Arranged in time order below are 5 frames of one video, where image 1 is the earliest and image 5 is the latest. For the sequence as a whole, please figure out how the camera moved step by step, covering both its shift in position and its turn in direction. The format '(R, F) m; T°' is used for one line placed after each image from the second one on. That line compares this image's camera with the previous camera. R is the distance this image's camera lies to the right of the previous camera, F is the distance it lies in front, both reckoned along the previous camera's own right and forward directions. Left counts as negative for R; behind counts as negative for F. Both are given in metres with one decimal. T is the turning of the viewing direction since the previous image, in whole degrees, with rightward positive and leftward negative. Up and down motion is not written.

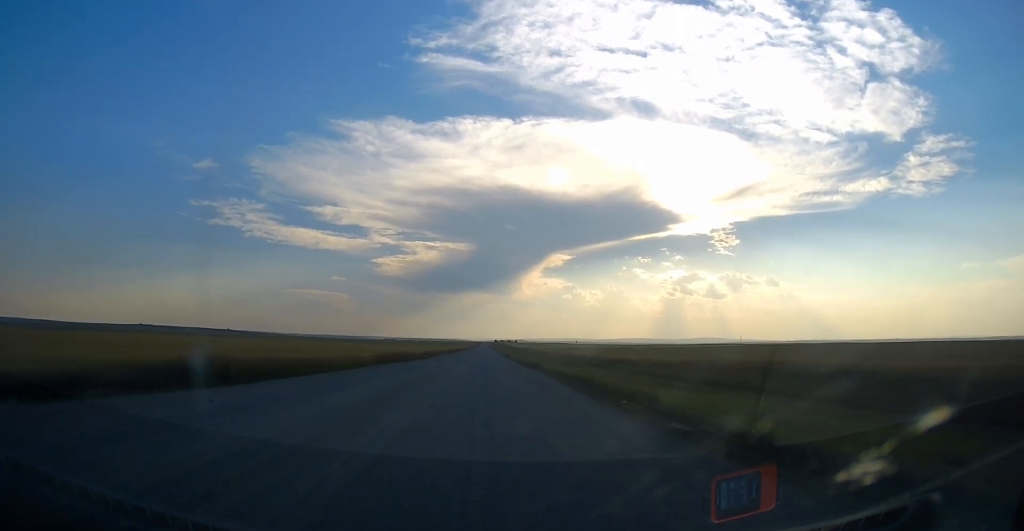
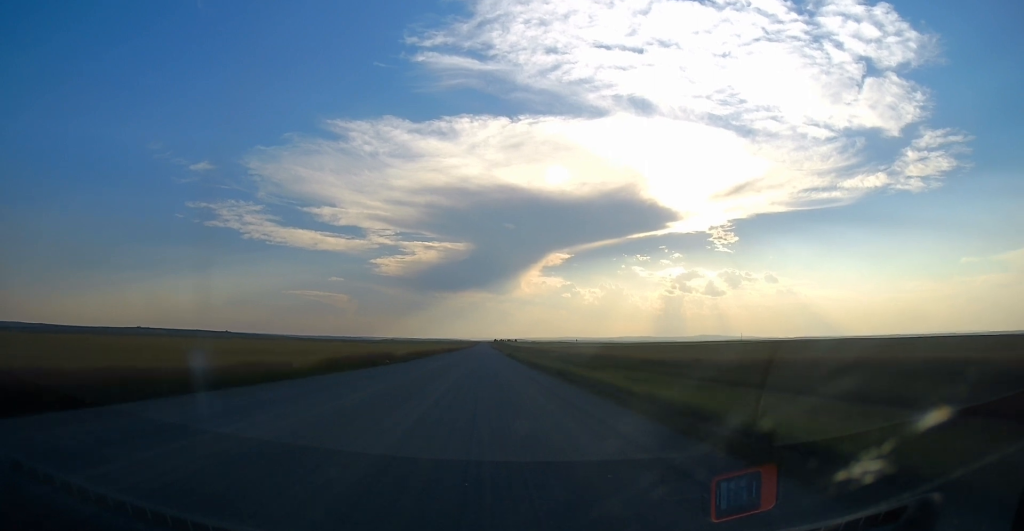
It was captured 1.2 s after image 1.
(0.0, +18.6) m; 0°
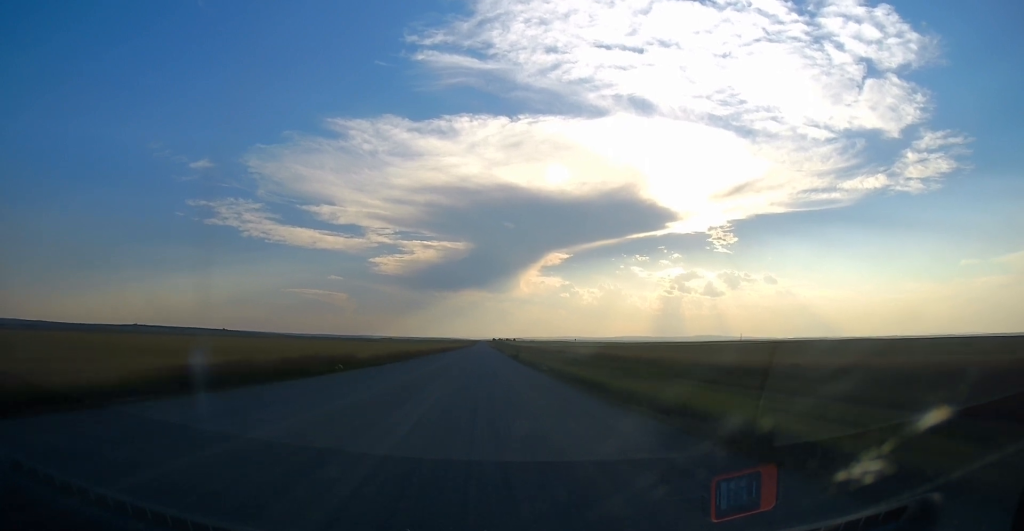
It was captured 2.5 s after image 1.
(0.0, +19.6) m; +1°
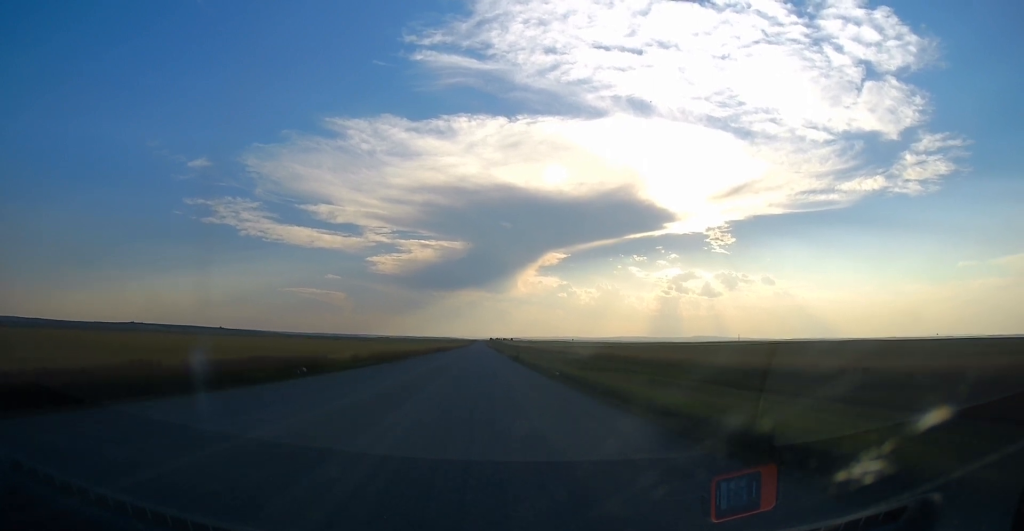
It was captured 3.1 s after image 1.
(-0.1, +8.0) m; +1°
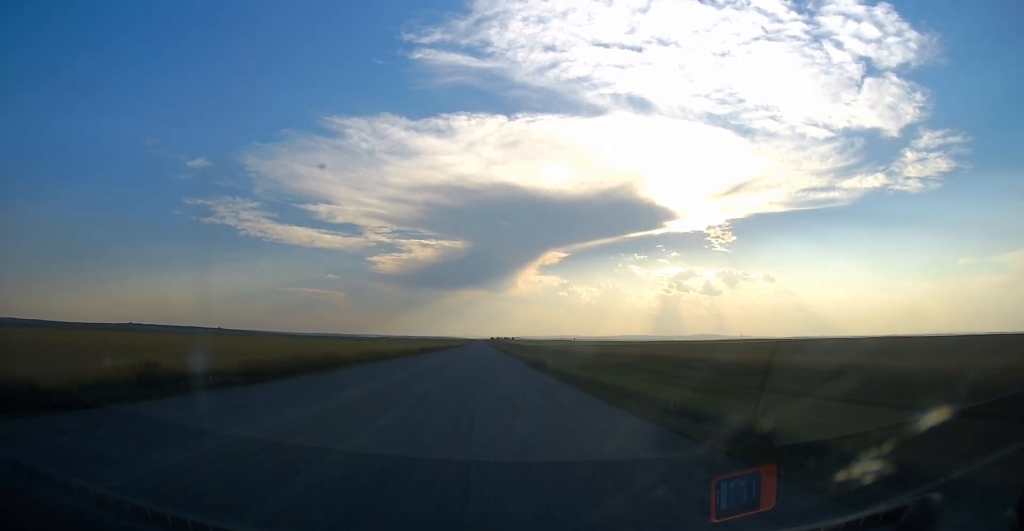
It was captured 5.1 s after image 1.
(0.0, +30.8) m; -2°
